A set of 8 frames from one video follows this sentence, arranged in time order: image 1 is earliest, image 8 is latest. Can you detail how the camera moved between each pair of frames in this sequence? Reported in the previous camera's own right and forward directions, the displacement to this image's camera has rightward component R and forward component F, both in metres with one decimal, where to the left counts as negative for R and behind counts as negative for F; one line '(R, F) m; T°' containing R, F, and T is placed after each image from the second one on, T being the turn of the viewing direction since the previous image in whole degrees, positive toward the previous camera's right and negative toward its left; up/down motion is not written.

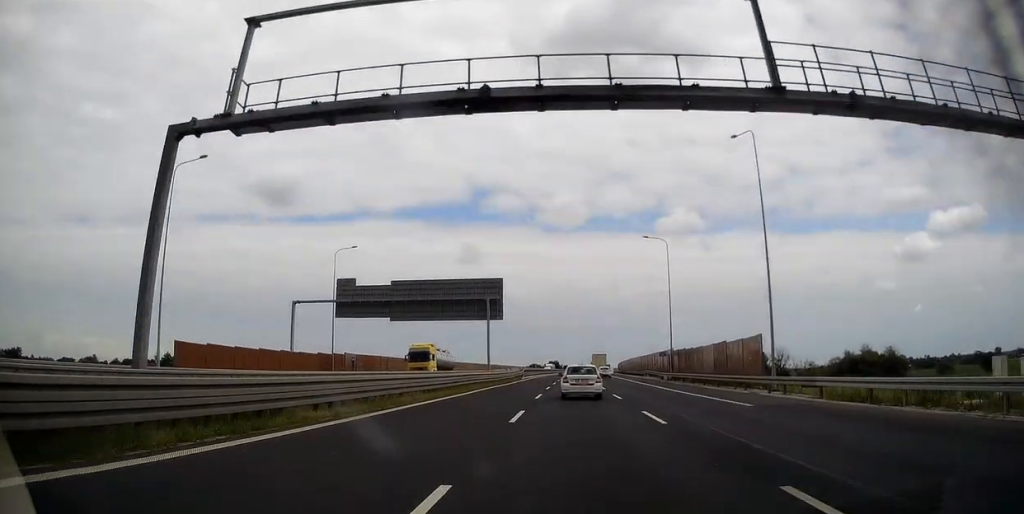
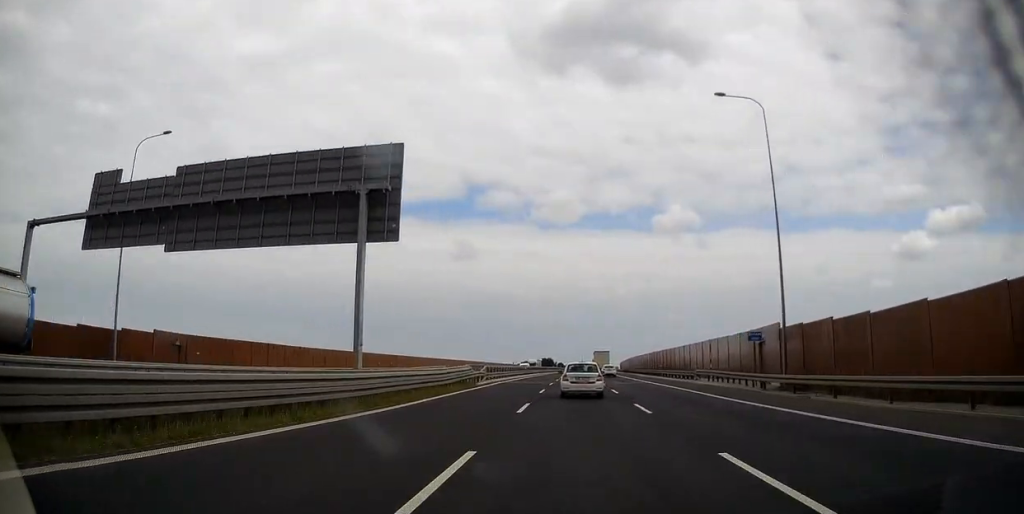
(+0.2, +33.6) m; +1°
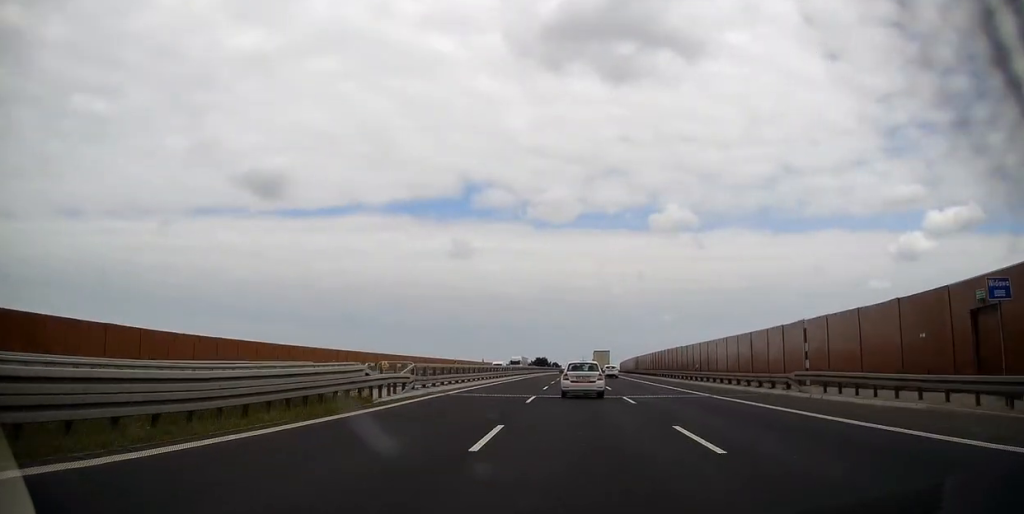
(+0.3, +20.0) m; 0°
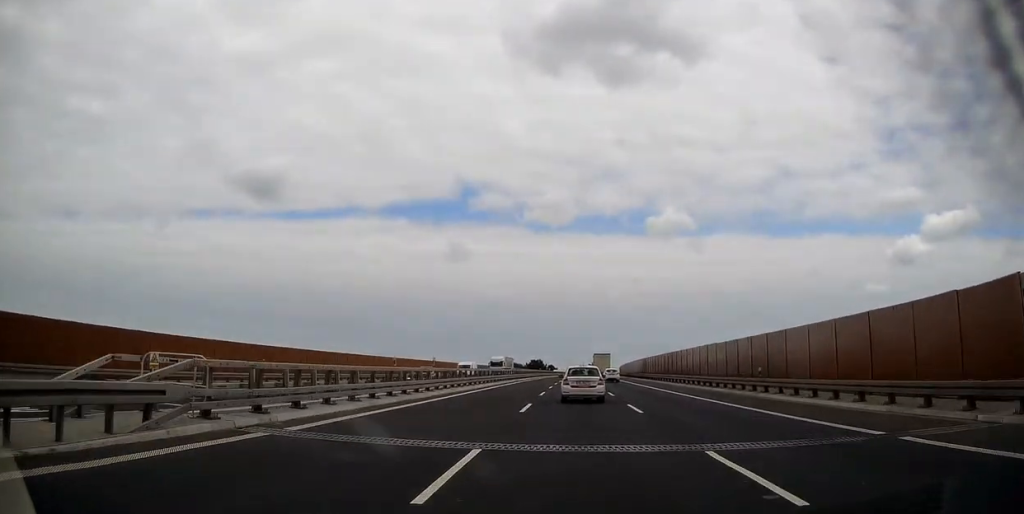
(0.0, +15.3) m; 0°
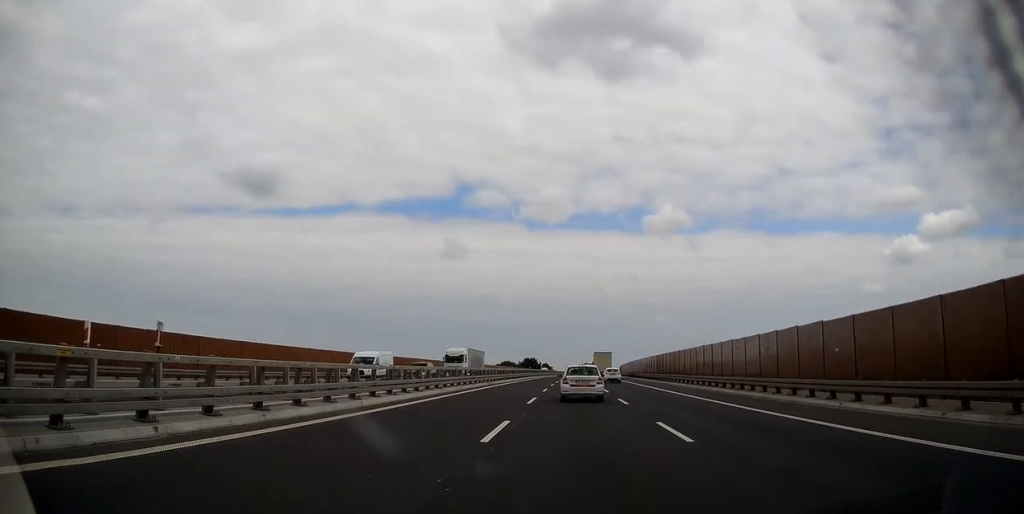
(-0.2, +20.0) m; 0°
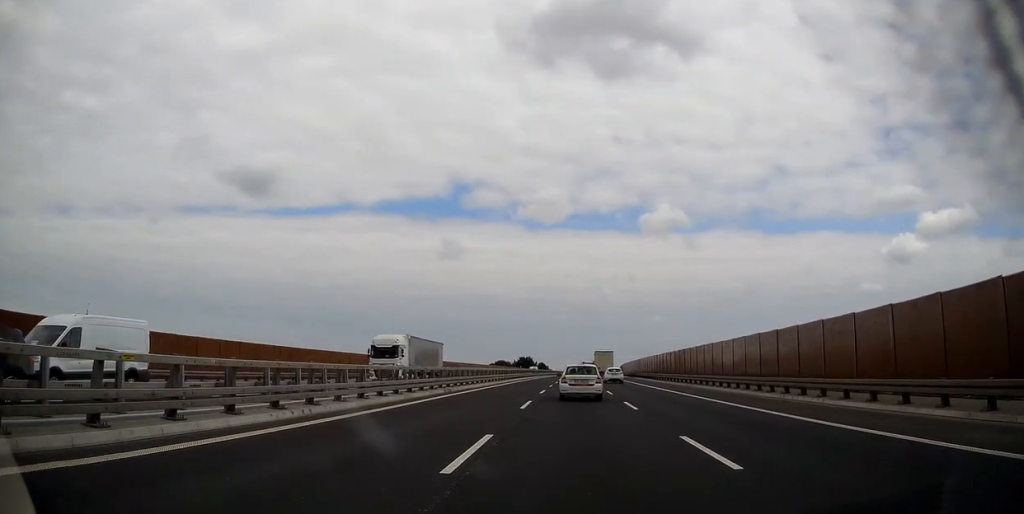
(+0.2, +15.2) m; +1°
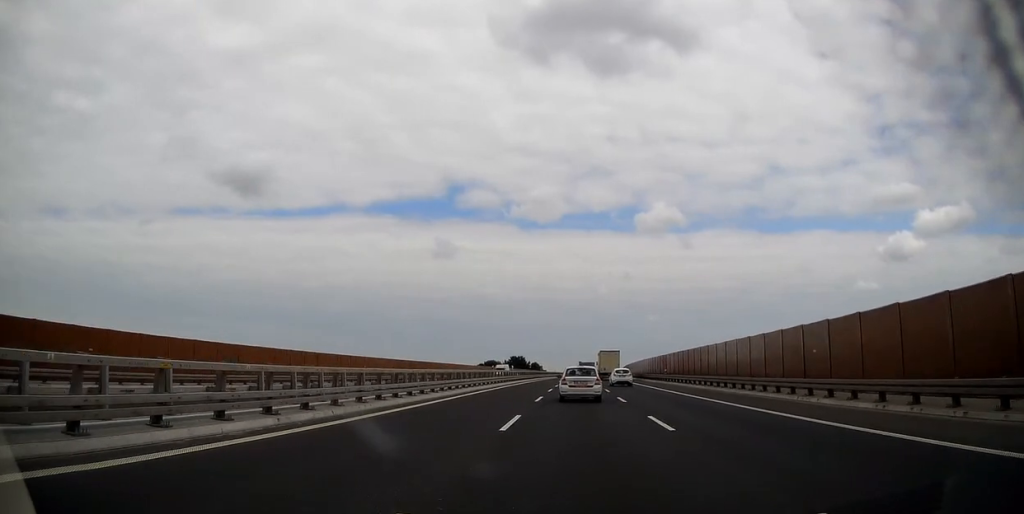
(+0.3, +30.6) m; +1°
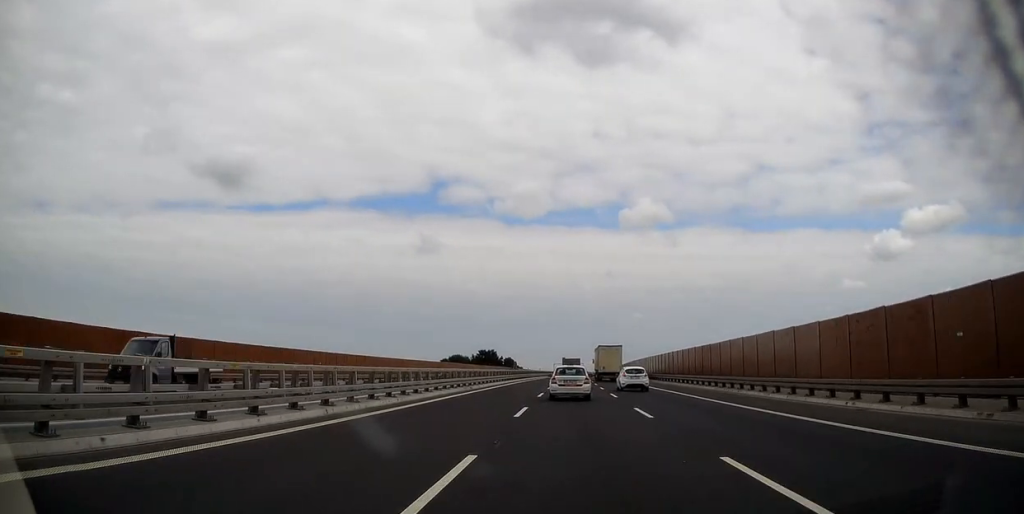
(+0.7, +55.6) m; +1°
